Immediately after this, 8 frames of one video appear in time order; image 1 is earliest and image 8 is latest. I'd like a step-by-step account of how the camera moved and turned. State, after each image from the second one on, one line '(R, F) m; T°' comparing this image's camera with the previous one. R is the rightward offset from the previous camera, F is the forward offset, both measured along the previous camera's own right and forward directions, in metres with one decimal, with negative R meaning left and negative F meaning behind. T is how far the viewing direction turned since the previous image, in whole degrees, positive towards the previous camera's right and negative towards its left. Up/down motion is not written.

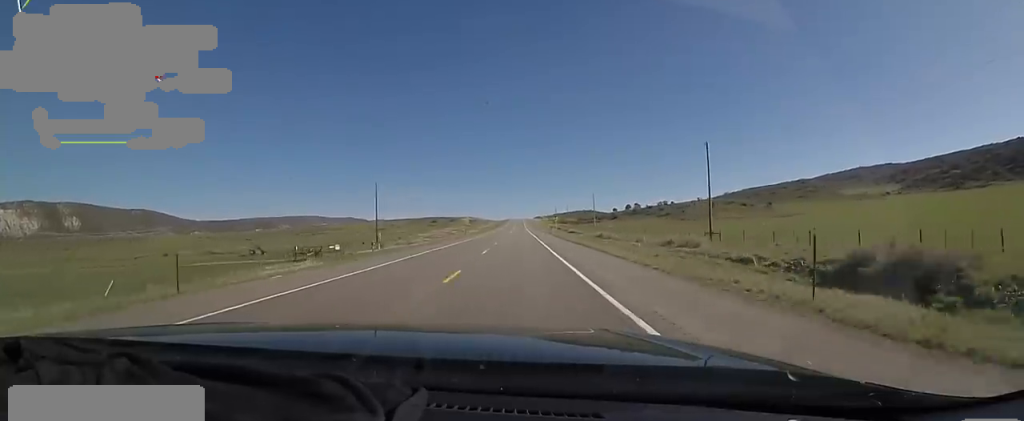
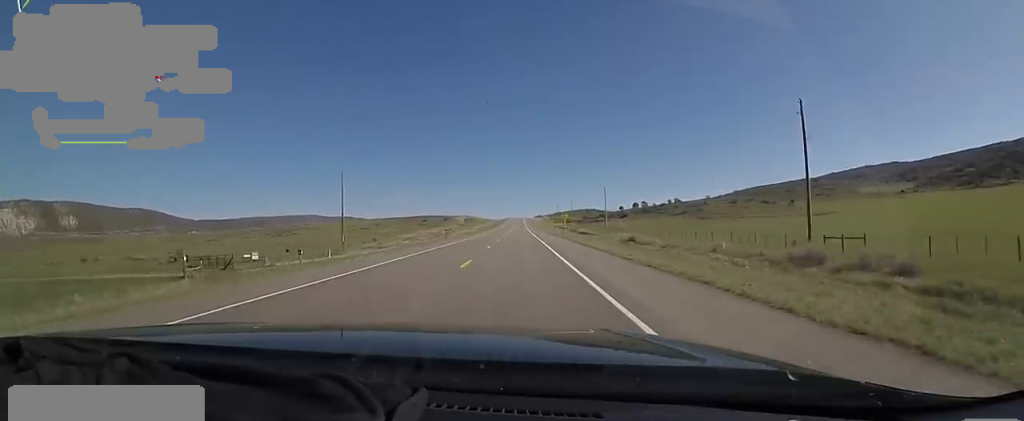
(-0.8, +20.7) m; 0°
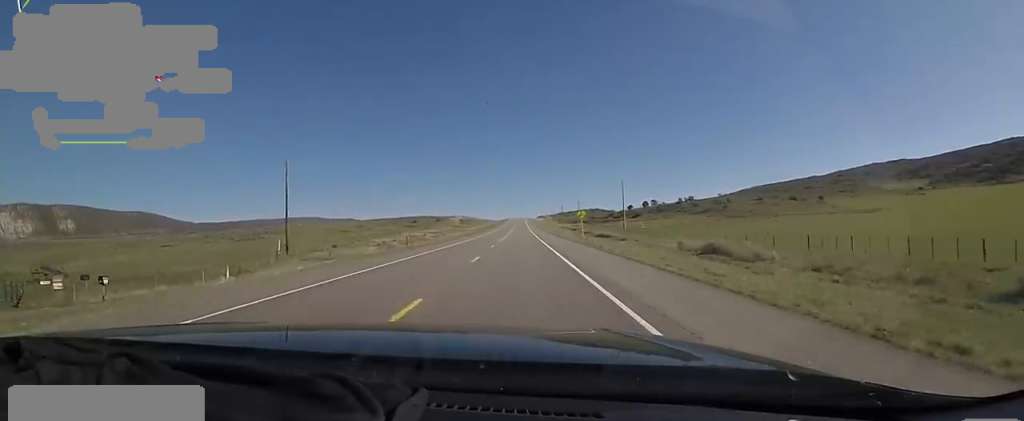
(+0.2, +21.8) m; 0°
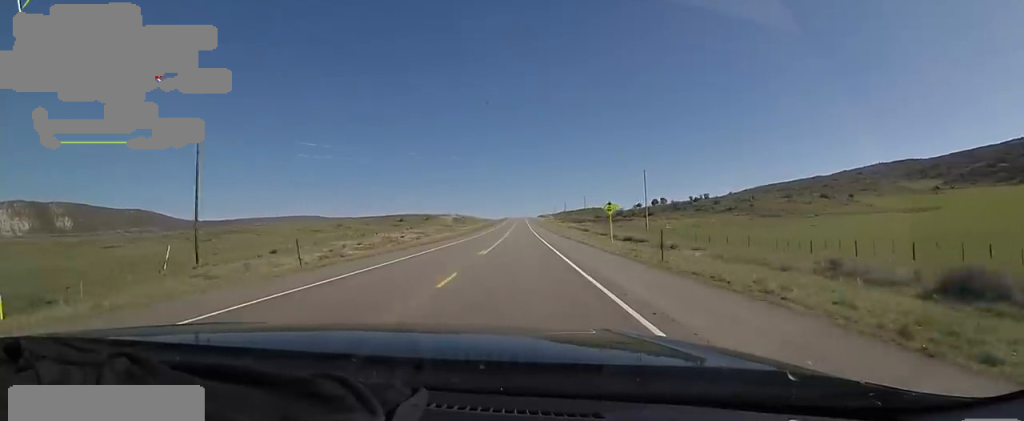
(+0.5, +19.7) m; 0°
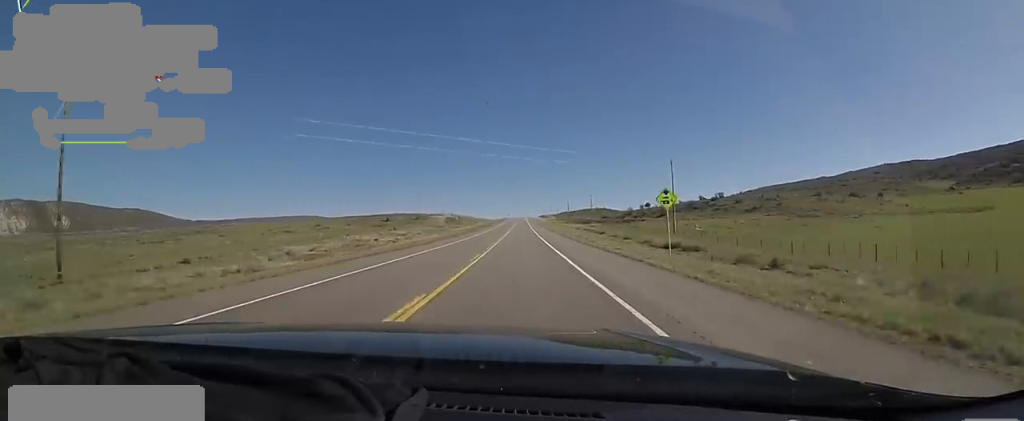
(-0.6, +16.5) m; 0°
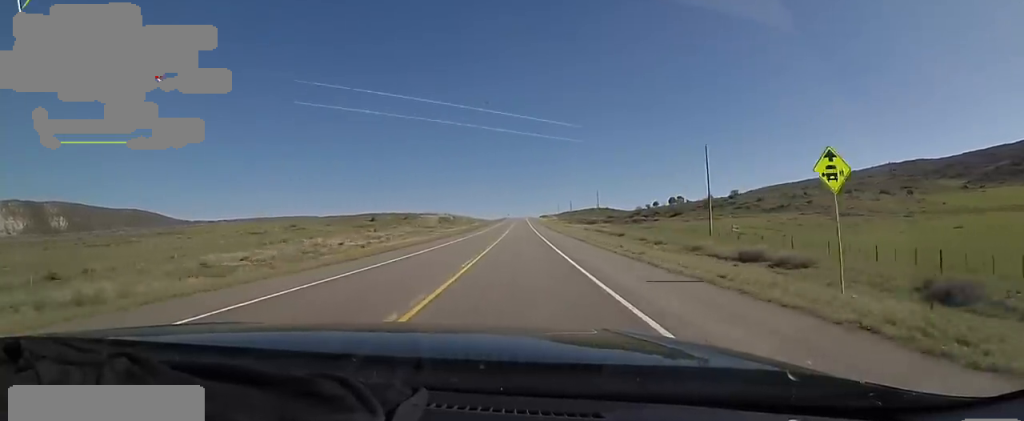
(-0.3, +14.5) m; 0°
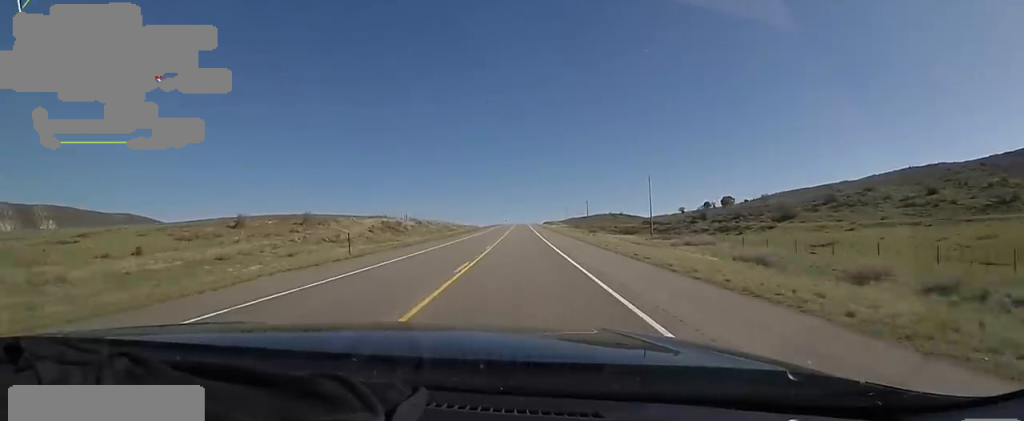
(0.0, +62.1) m; 0°
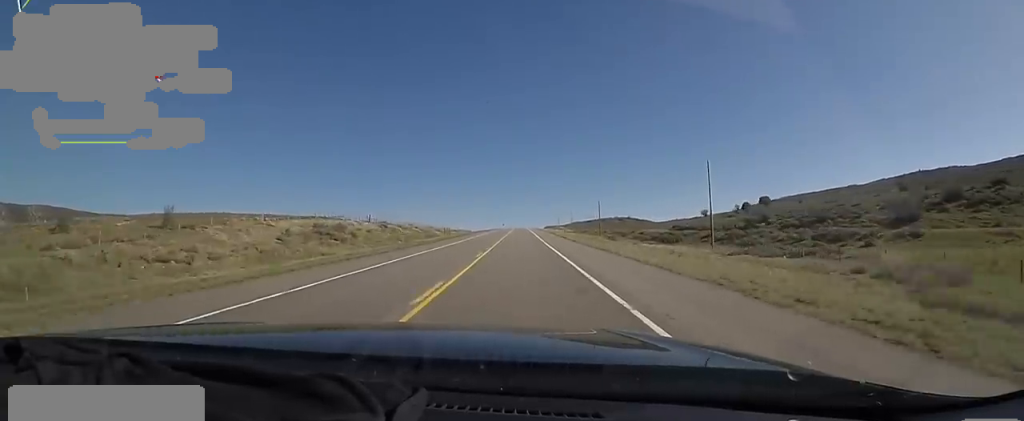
(+0.8, +29.1) m; 0°
